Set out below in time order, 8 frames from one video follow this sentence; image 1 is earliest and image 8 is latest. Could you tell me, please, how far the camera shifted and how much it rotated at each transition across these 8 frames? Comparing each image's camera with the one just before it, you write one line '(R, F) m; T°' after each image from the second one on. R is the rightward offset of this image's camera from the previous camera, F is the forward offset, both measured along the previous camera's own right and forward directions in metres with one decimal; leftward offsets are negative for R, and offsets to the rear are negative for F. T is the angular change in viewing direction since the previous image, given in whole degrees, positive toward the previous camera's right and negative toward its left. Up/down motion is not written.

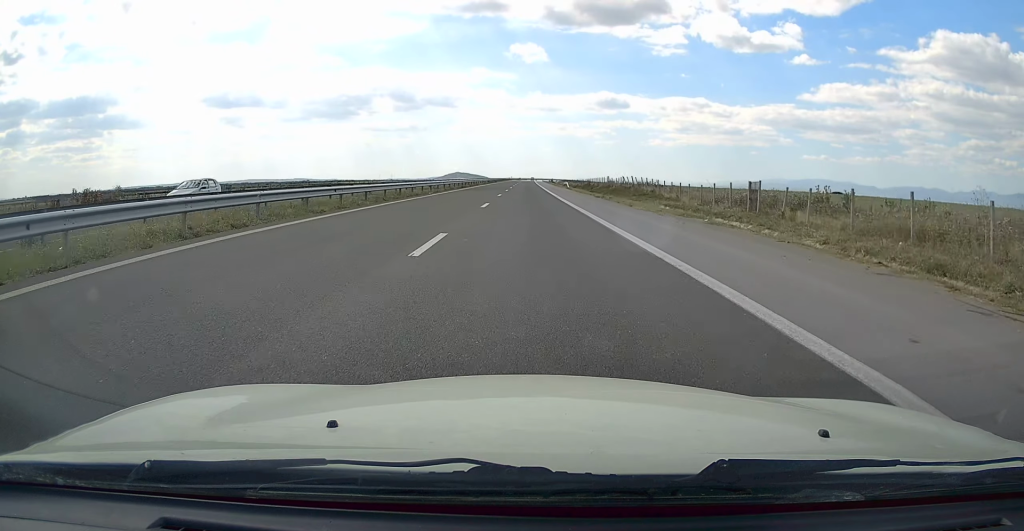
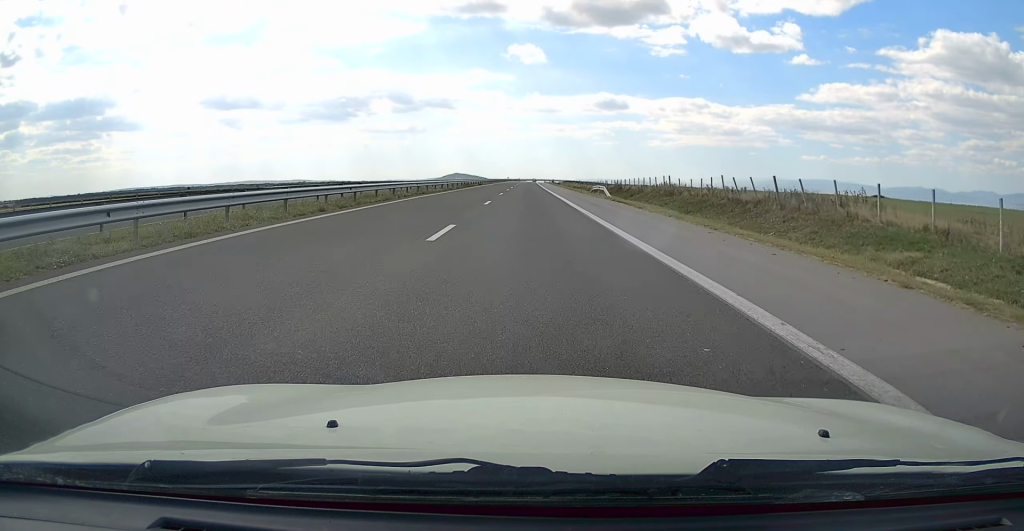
(+0.7, +45.6) m; 0°
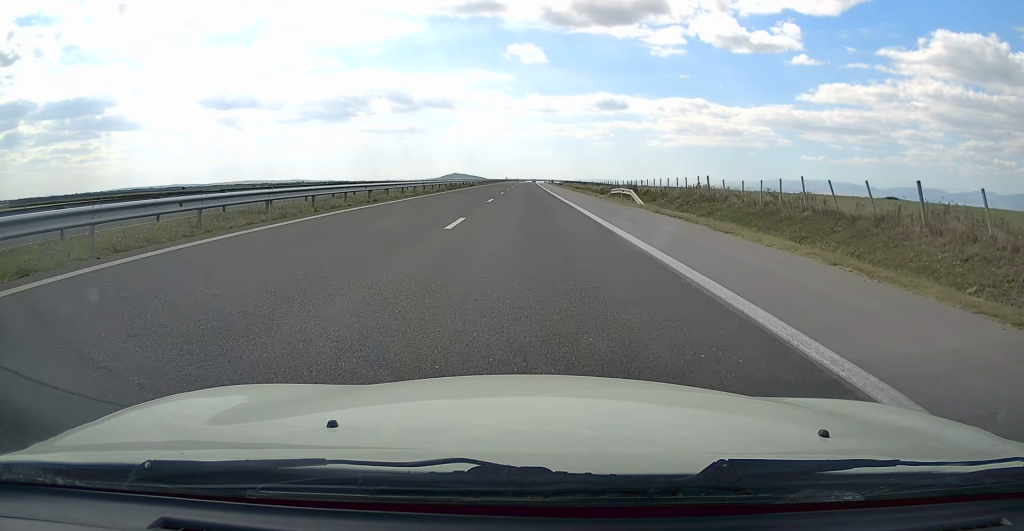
(+0.1, +13.4) m; 0°
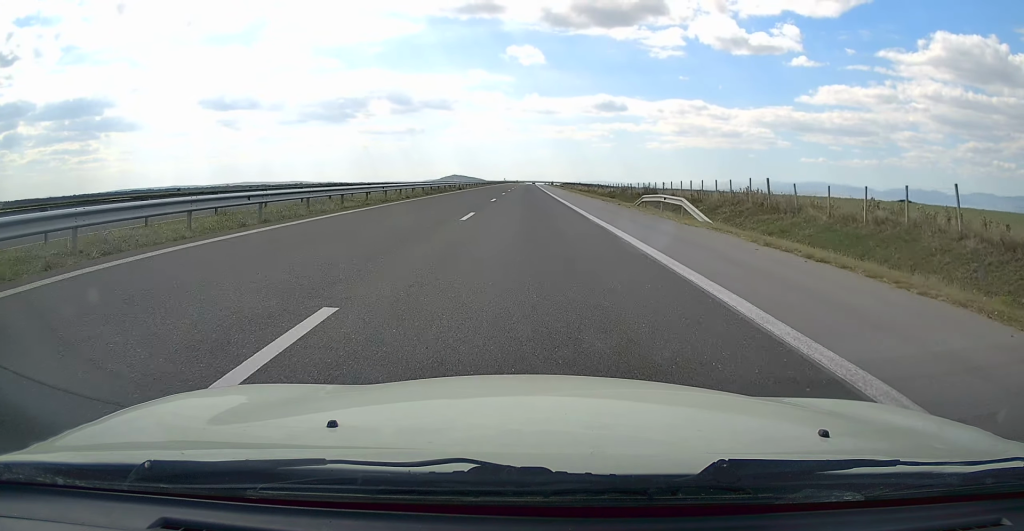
(-0.2, +12.4) m; 0°
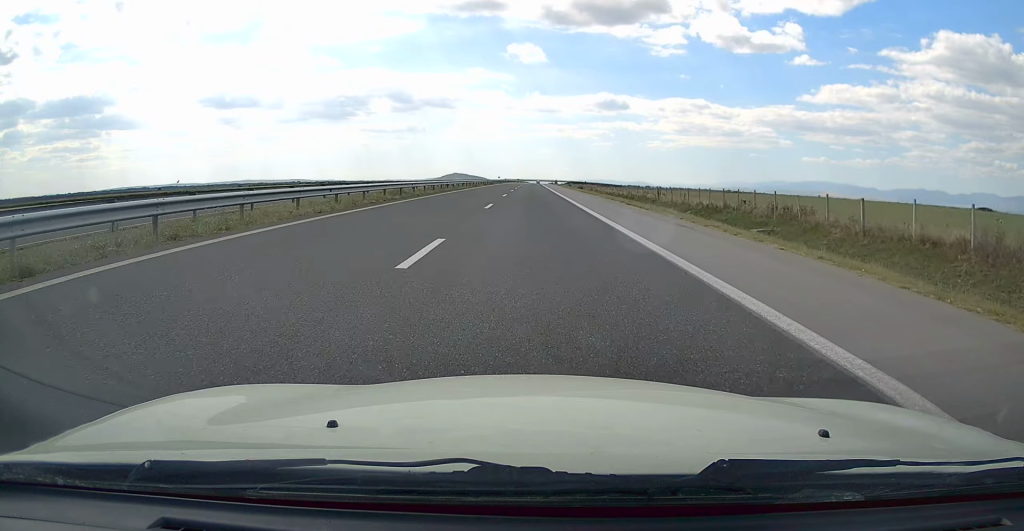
(+0.5, +57.5) m; 0°
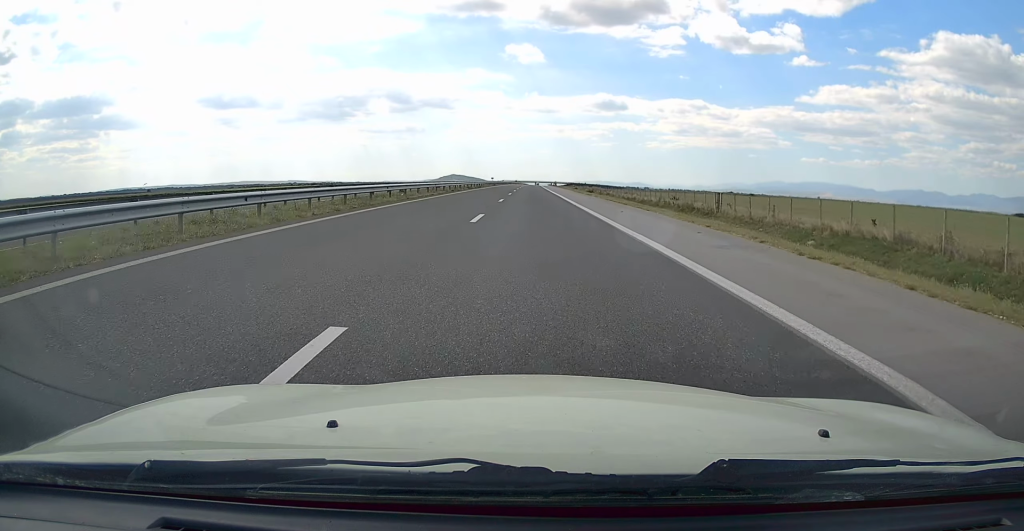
(-0.1, +23.1) m; 0°
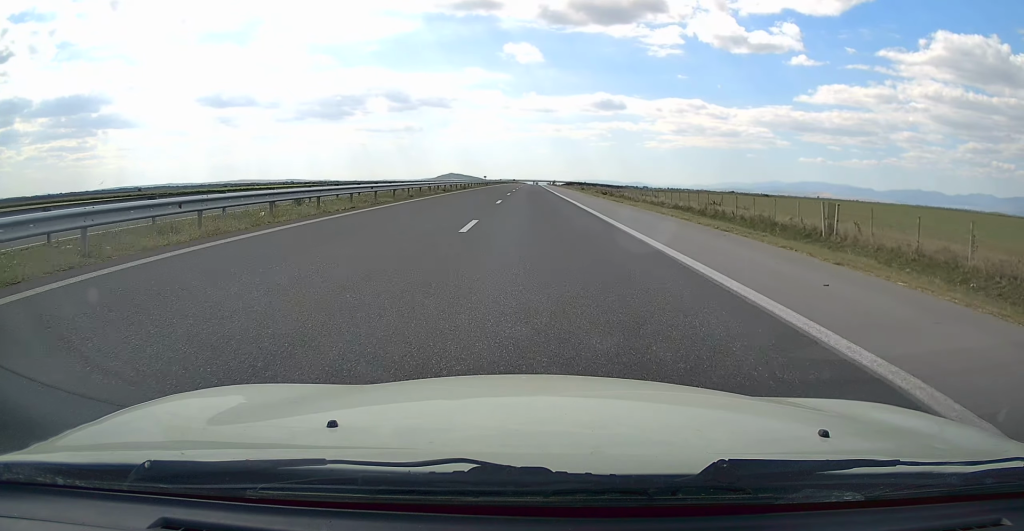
(-0.3, +19.3) m; 0°
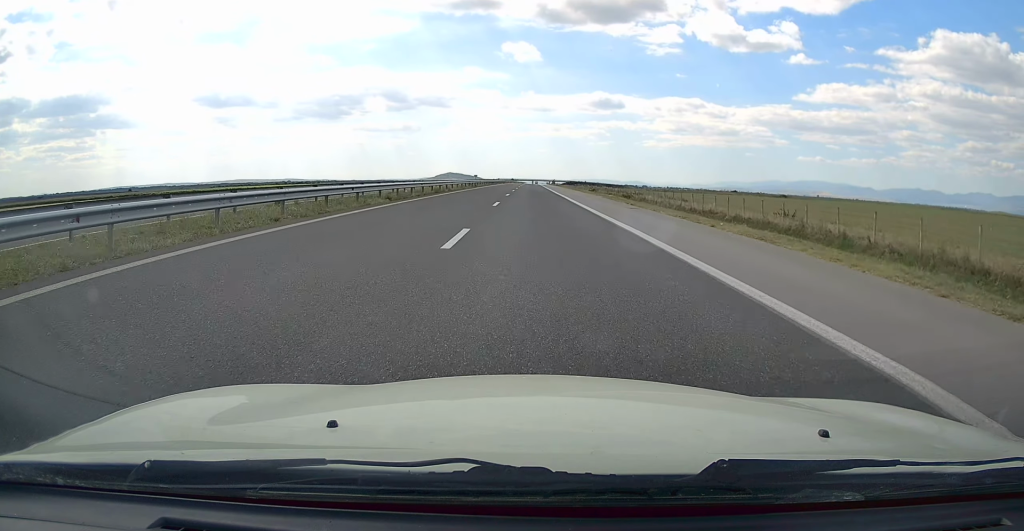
(+0.3, +19.3) m; +1°
